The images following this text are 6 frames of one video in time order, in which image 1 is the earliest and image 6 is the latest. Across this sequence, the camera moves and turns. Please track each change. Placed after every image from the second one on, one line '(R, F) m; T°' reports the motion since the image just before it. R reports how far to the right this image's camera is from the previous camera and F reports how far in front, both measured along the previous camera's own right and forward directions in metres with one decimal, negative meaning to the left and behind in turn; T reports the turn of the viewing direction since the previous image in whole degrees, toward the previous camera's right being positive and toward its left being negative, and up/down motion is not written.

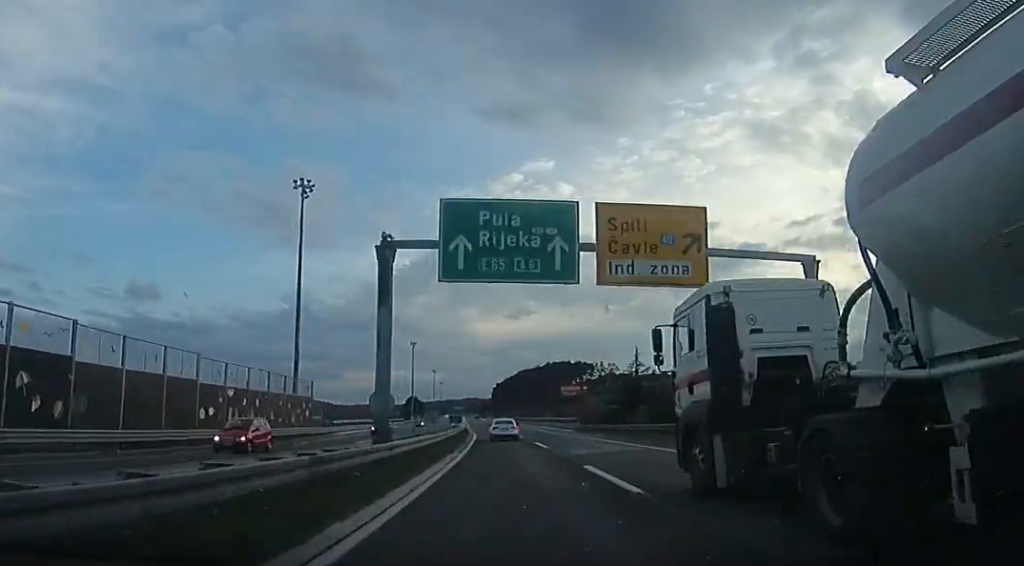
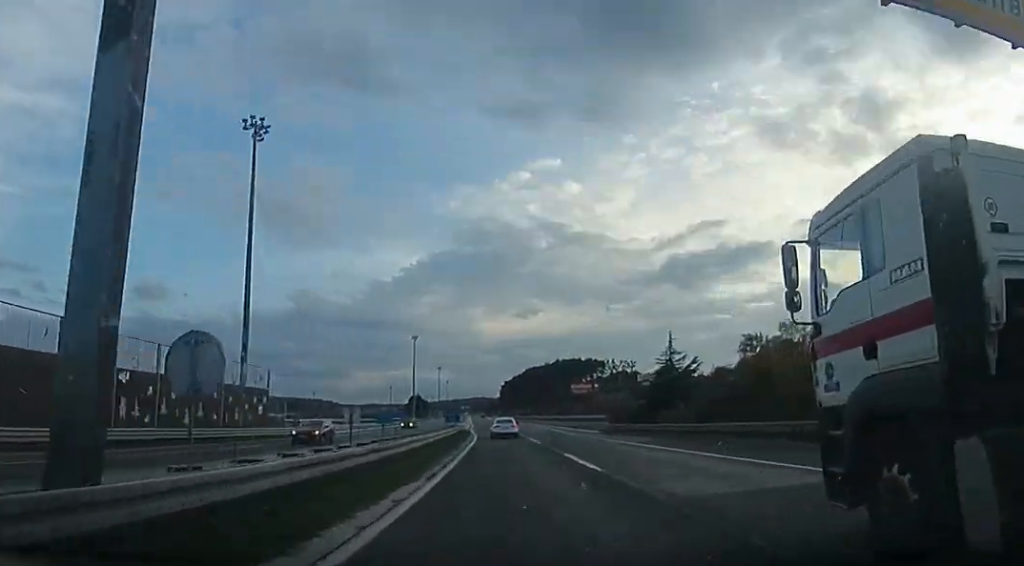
(-0.1, +13.0) m; -1°
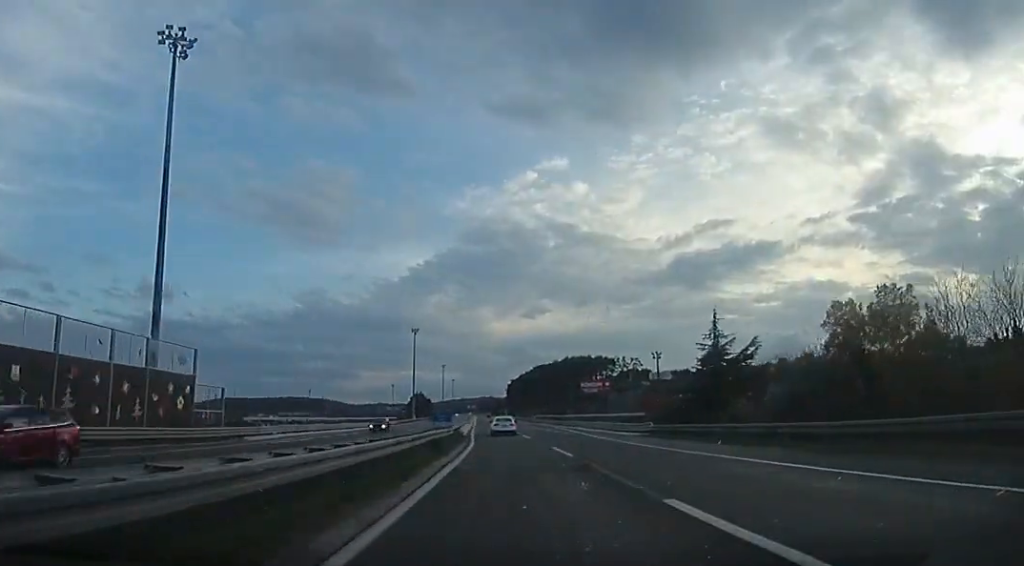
(+0.1, +12.7) m; -1°
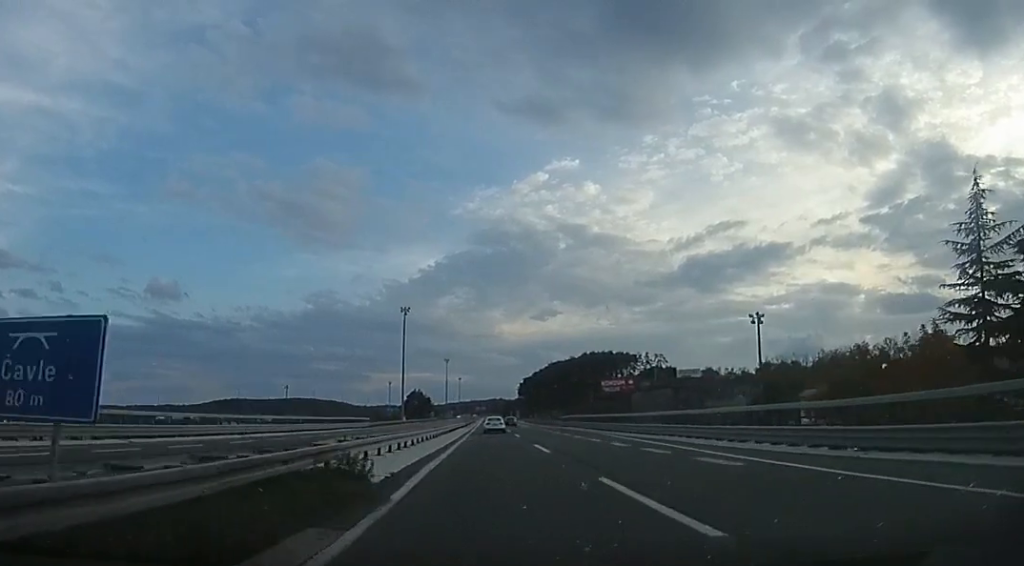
(-0.9, +32.7) m; -1°
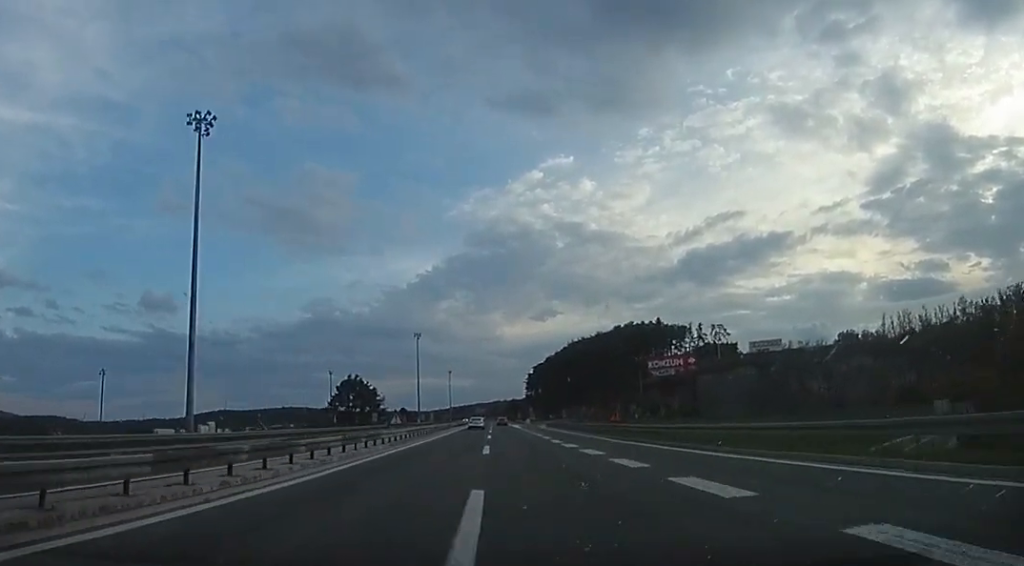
(+0.7, +87.9) m; 0°
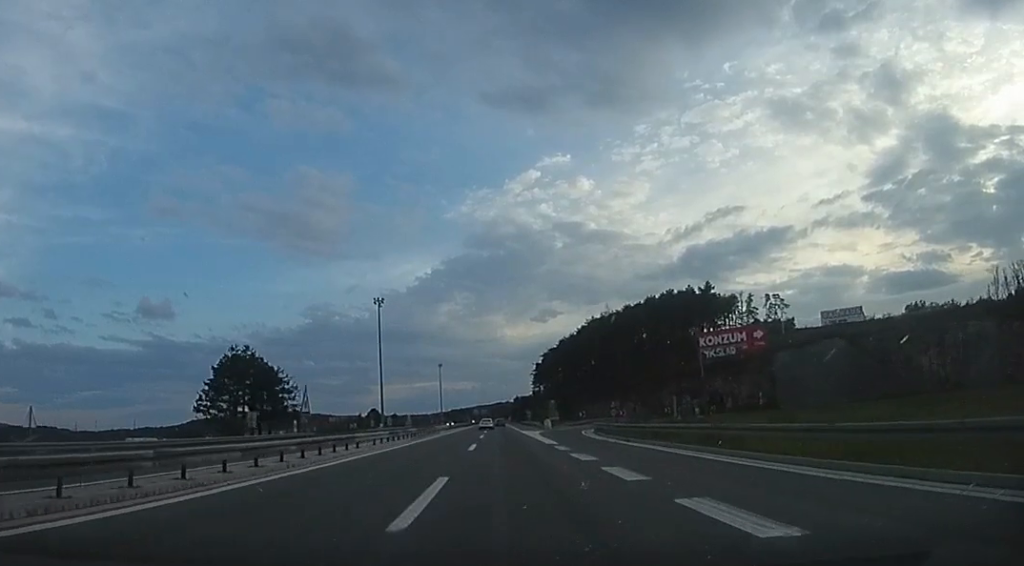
(-0.4, +50.9) m; 0°
